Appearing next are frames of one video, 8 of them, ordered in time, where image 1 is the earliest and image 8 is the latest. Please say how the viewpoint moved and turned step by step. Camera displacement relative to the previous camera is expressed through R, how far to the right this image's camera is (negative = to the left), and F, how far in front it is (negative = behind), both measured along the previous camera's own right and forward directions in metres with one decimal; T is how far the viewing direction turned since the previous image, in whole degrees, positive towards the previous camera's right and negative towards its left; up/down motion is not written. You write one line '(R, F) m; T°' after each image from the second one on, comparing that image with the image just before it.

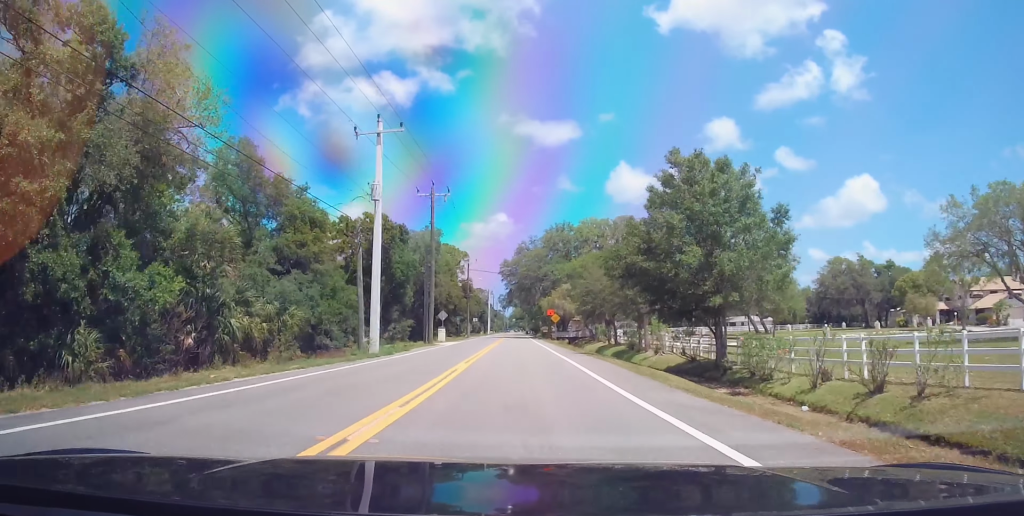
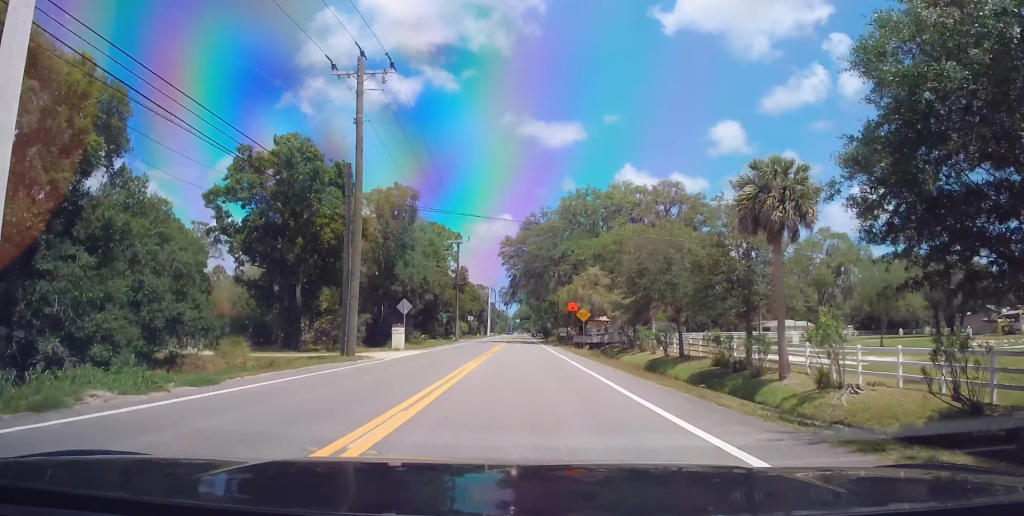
(-0.4, +25.1) m; 0°
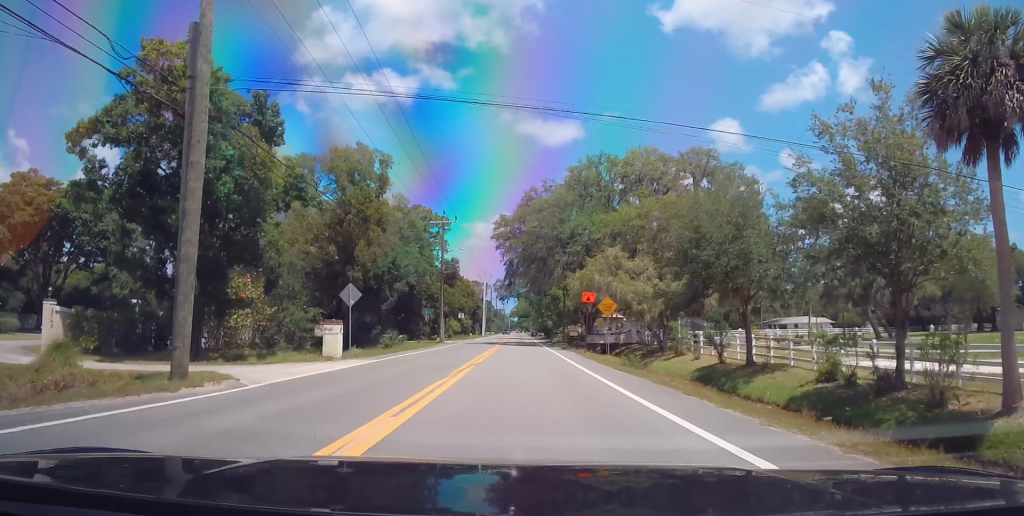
(+0.3, +13.2) m; +1°
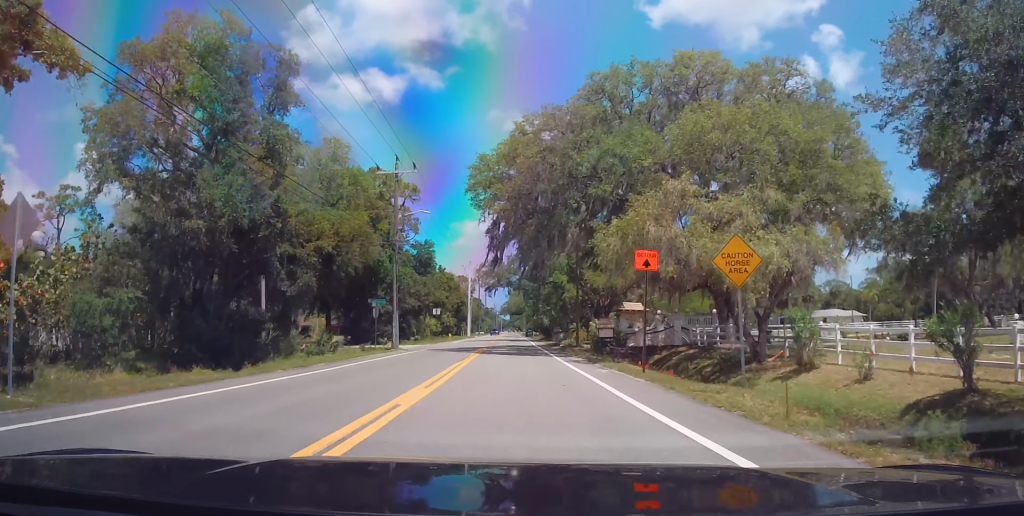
(0.0, +20.3) m; 0°
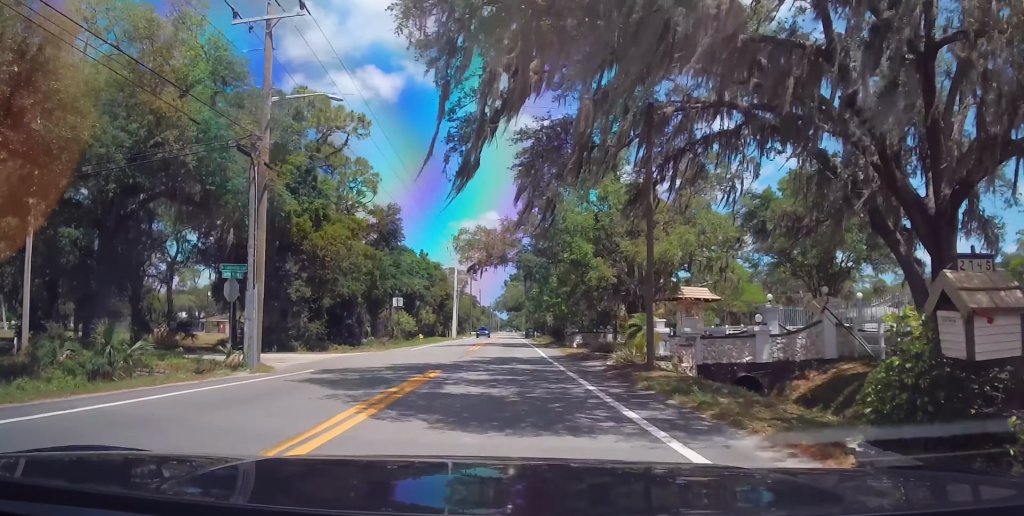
(0.0, +22.3) m; 0°
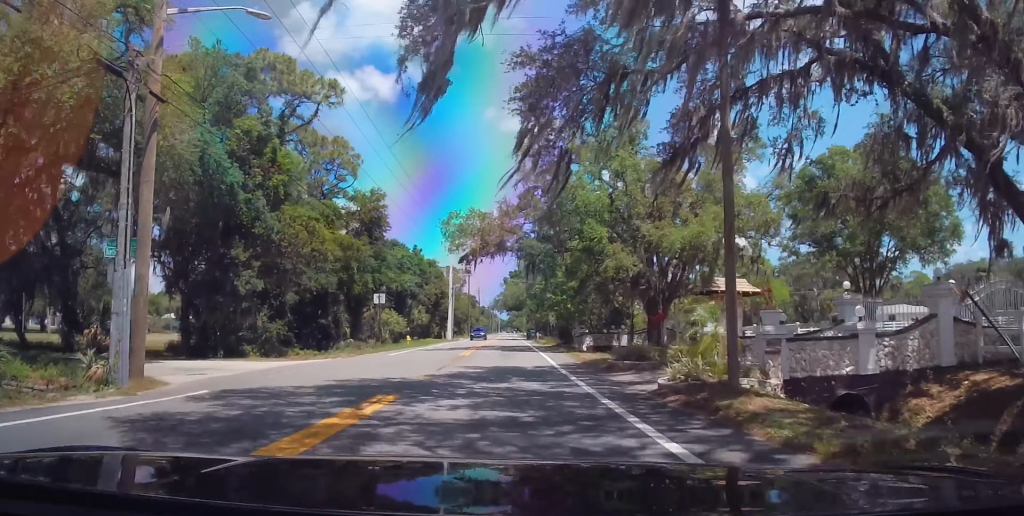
(0.0, +6.7) m; 0°
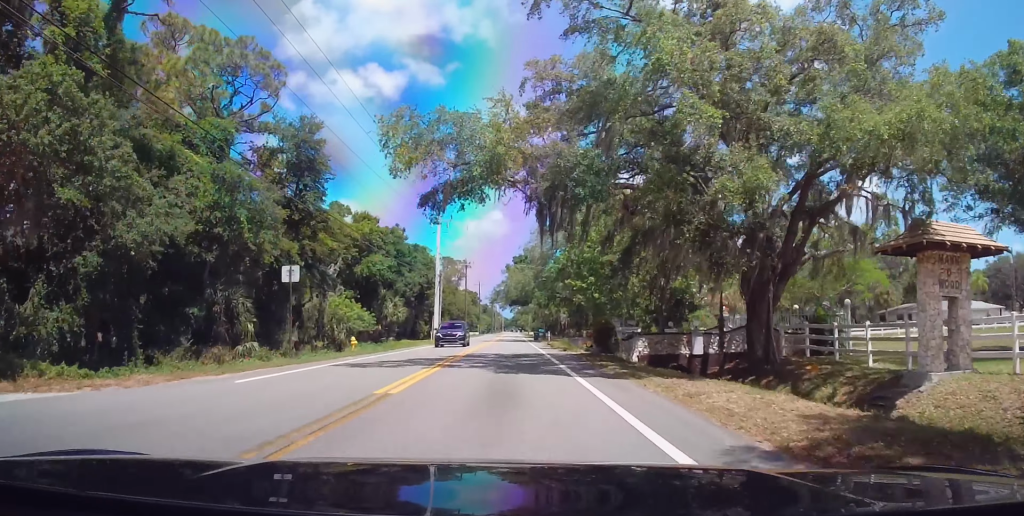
(0.0, +17.7) m; -1°
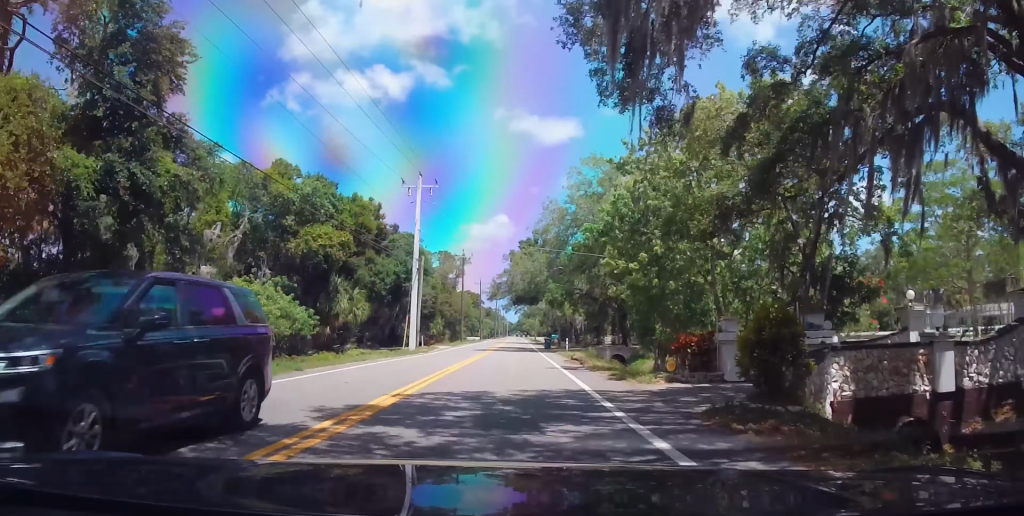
(-0.3, +16.8) m; -1°
